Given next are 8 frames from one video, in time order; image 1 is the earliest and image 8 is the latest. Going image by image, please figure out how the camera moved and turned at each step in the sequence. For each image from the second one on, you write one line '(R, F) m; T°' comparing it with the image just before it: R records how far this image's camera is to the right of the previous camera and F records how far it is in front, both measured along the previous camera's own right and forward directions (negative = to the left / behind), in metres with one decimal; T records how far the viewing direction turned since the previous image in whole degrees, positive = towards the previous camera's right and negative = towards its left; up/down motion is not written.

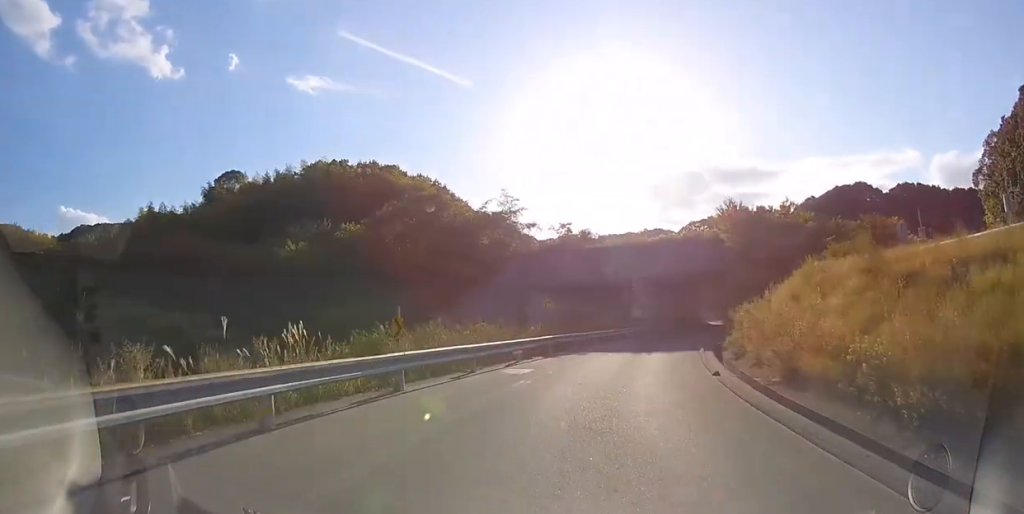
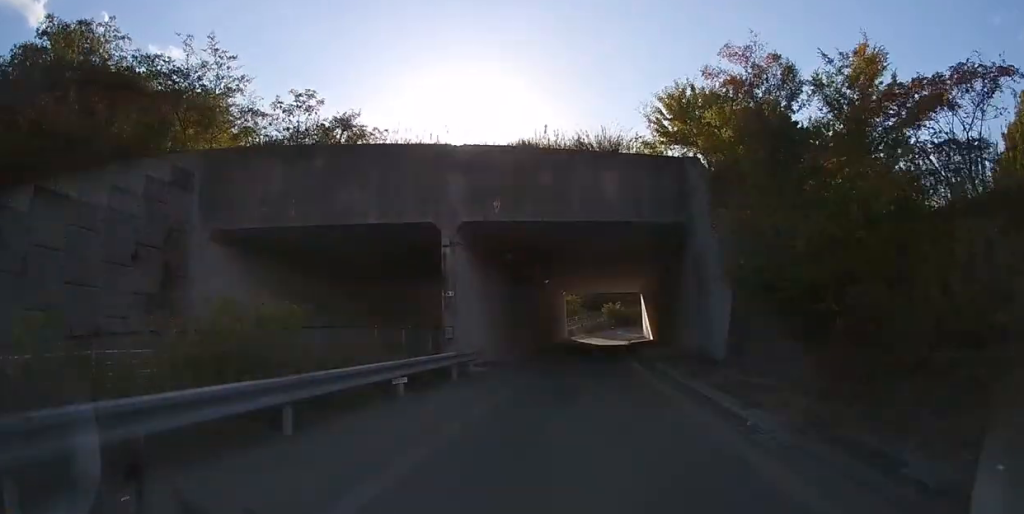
(+4.4, +25.4) m; +18°
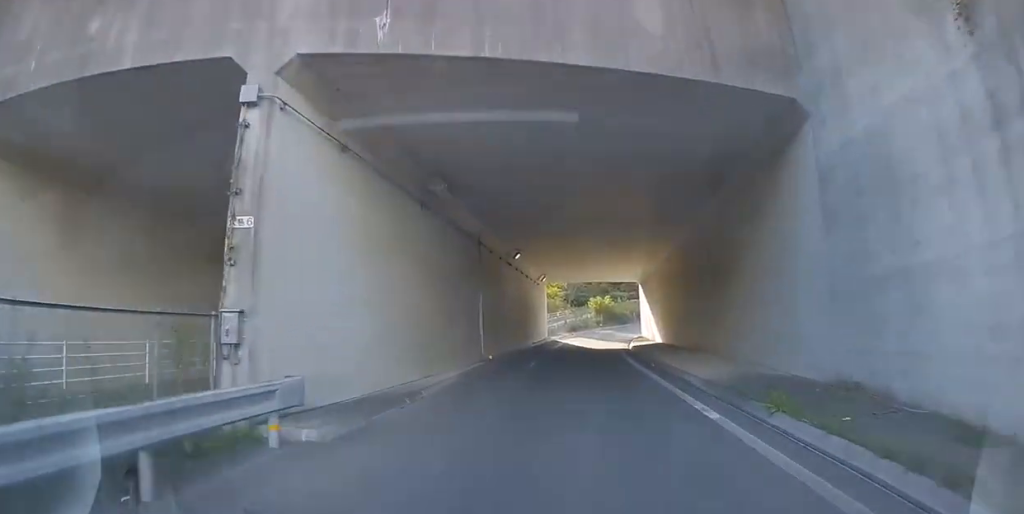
(+1.2, +10.1) m; +6°
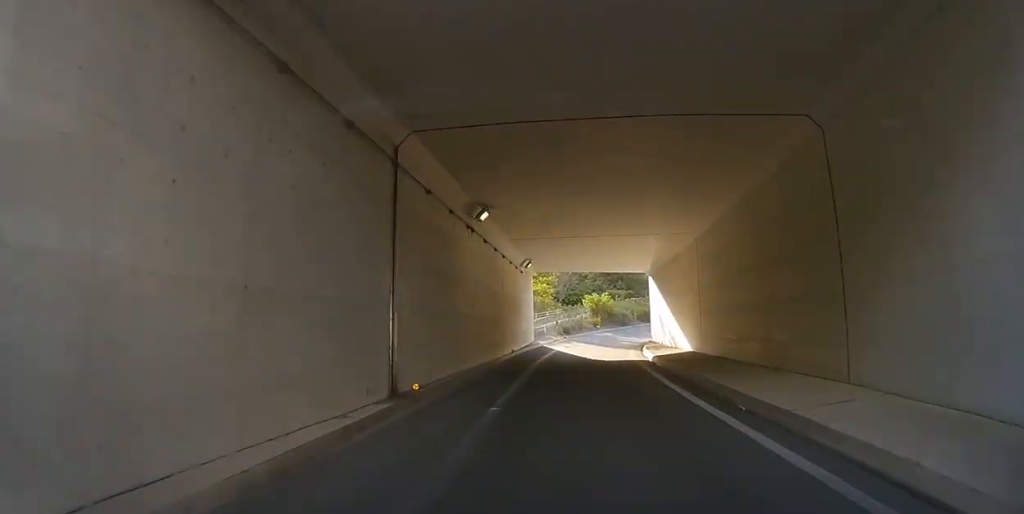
(+0.3, +9.1) m; +1°
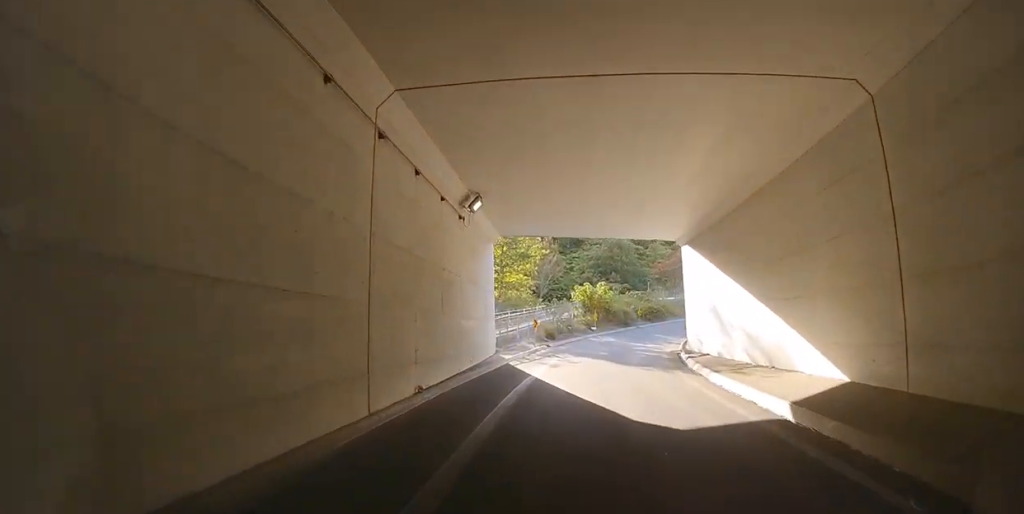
(-0.1, +14.6) m; 0°
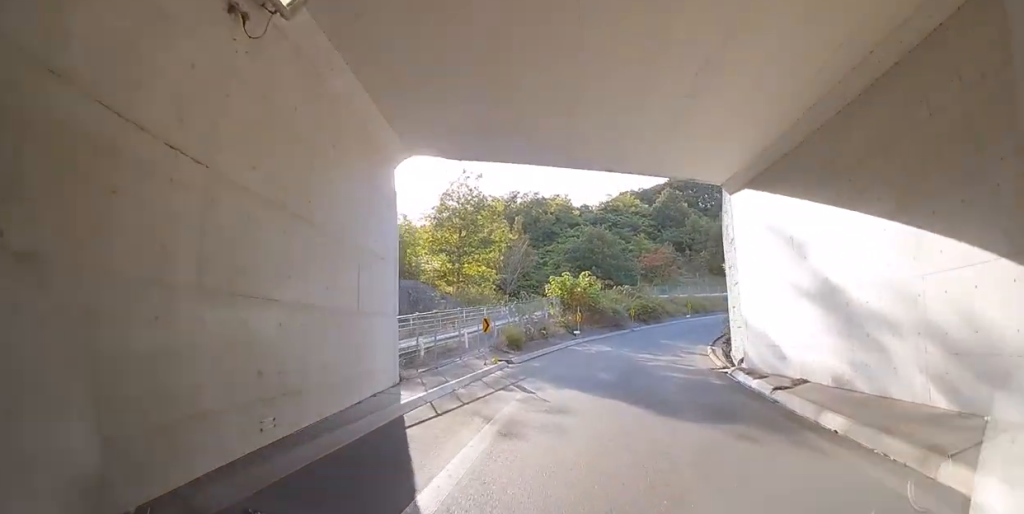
(0.0, +10.9) m; +1°
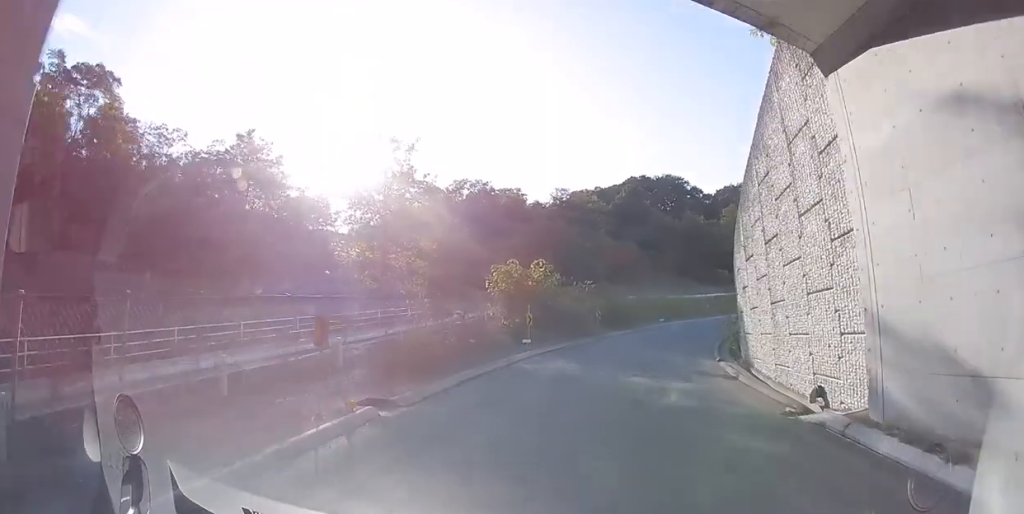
(+0.1, +8.2) m; +1°
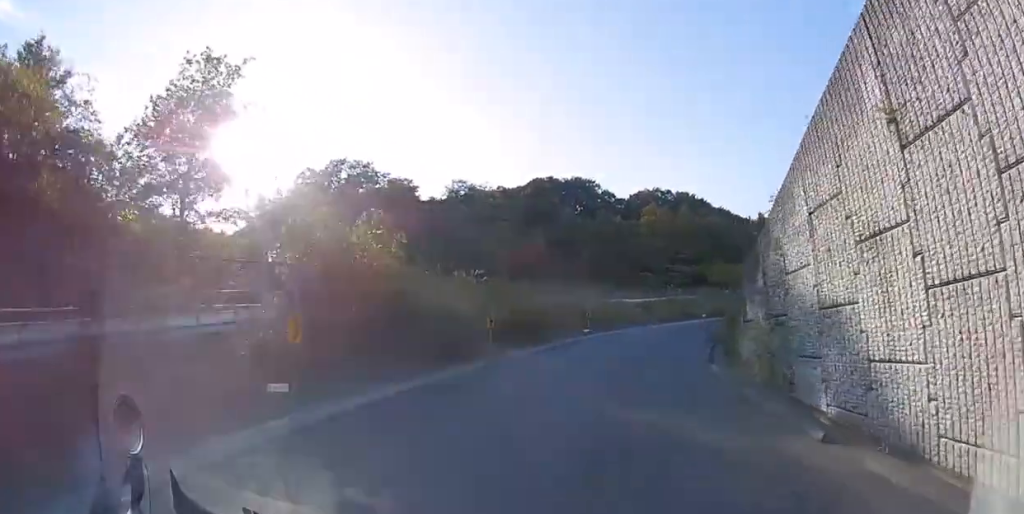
(0.0, +13.1) m; +14°
